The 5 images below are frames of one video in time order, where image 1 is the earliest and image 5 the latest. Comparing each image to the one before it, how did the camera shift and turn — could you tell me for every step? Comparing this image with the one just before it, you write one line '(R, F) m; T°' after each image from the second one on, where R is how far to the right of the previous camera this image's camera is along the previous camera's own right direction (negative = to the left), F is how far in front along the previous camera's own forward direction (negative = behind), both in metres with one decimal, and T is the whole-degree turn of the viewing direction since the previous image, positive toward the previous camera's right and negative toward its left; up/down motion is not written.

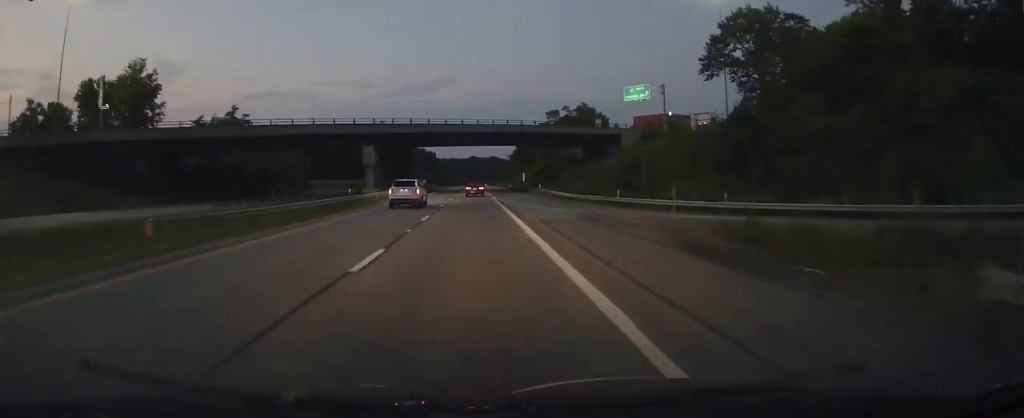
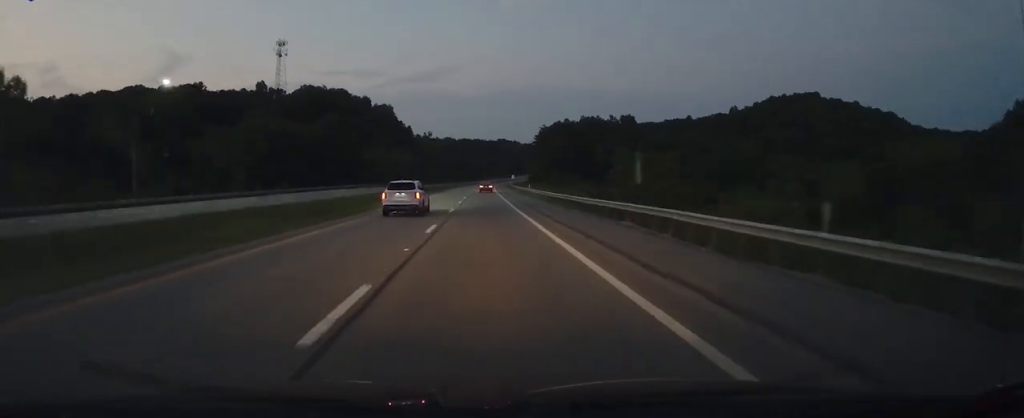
(-0.5, +389.0) m; +1°
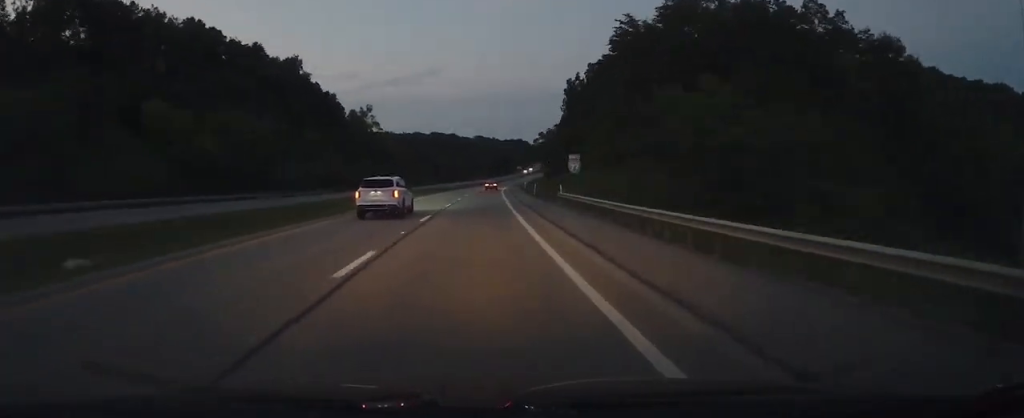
(+2.8, +140.1) m; +4°
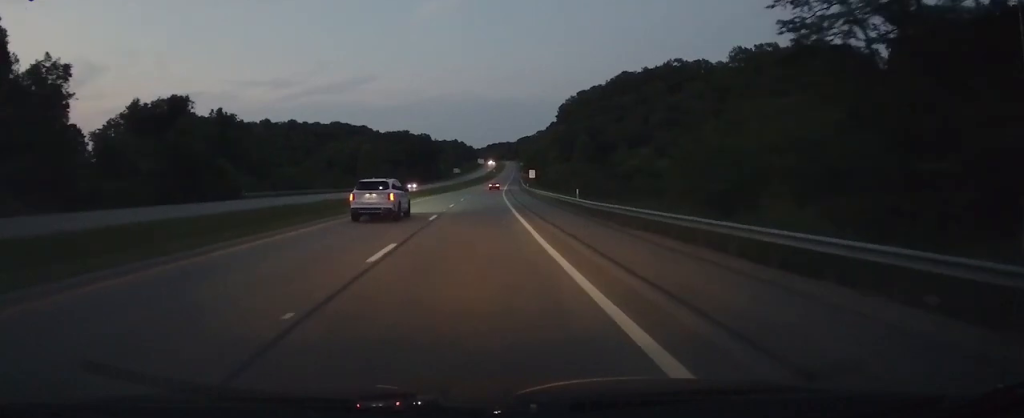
(+13.1, +217.9) m; +6°
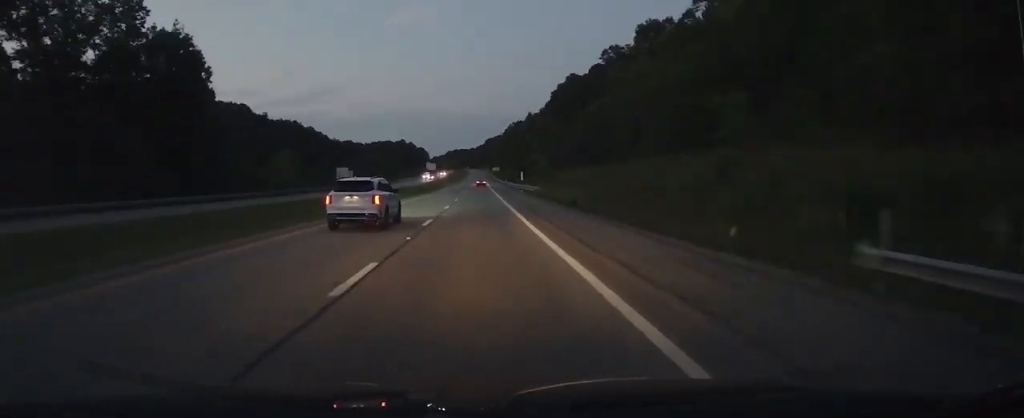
(+7.3, +271.8) m; +2°
